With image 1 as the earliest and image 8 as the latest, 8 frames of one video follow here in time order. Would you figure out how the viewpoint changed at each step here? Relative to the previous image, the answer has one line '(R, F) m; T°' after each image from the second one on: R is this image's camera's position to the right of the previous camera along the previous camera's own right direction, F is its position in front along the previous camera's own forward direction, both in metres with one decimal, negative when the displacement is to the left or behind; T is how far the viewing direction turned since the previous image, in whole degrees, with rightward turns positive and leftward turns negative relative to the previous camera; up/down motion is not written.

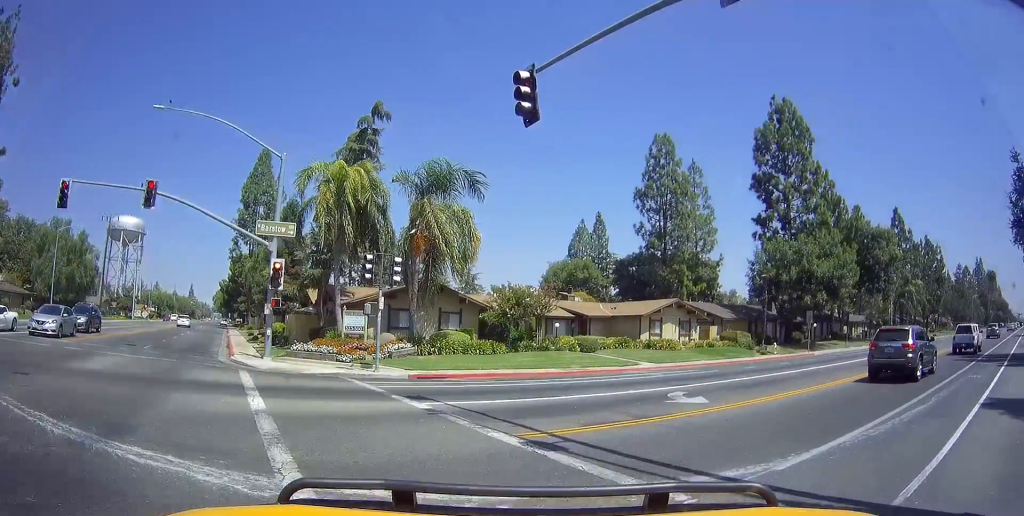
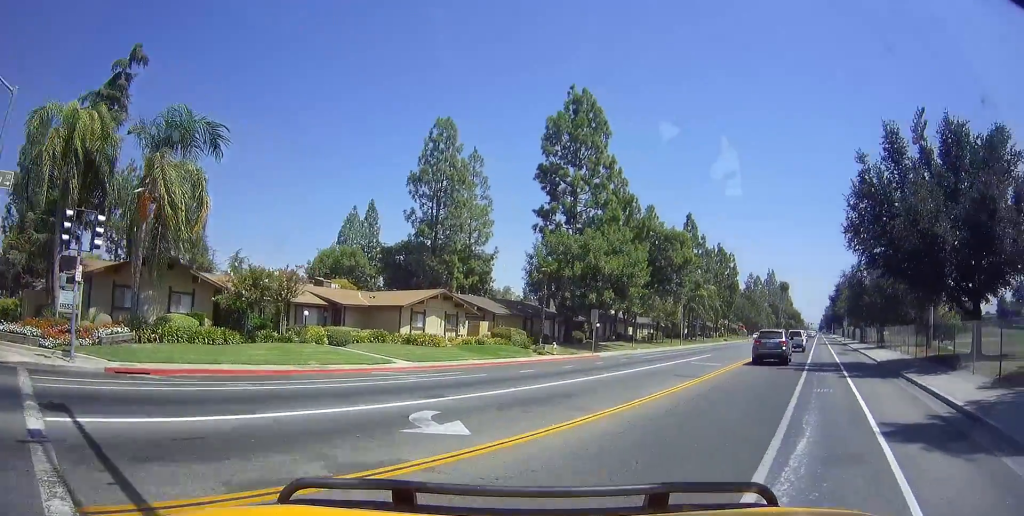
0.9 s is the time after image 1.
(+0.9, +3.7) m; +20°
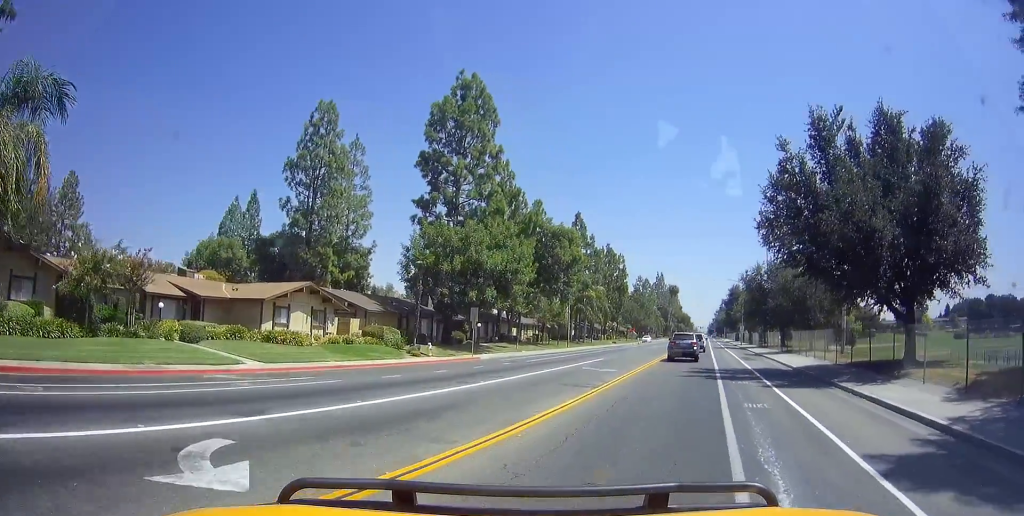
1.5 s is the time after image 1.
(+0.3, +2.8) m; +7°
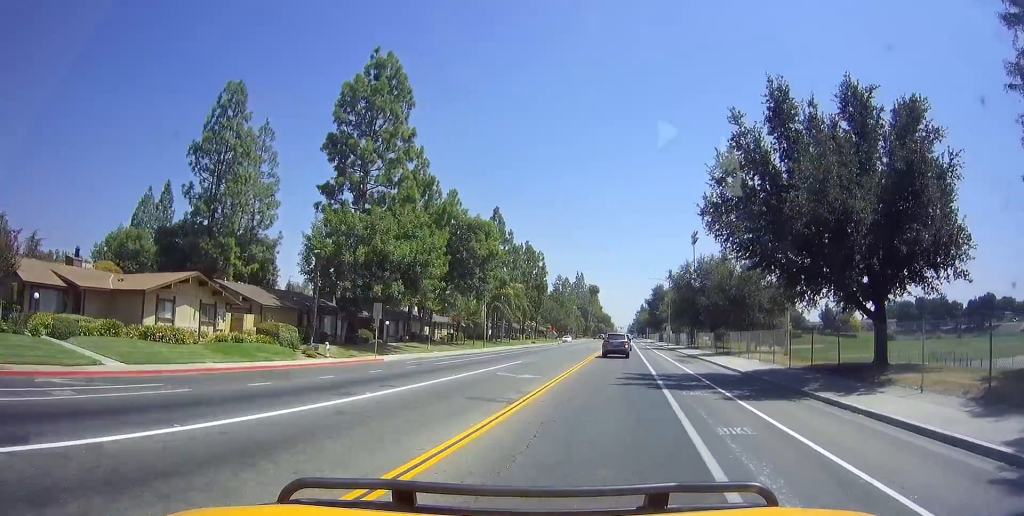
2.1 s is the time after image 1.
(0.0, +3.2) m; +5°
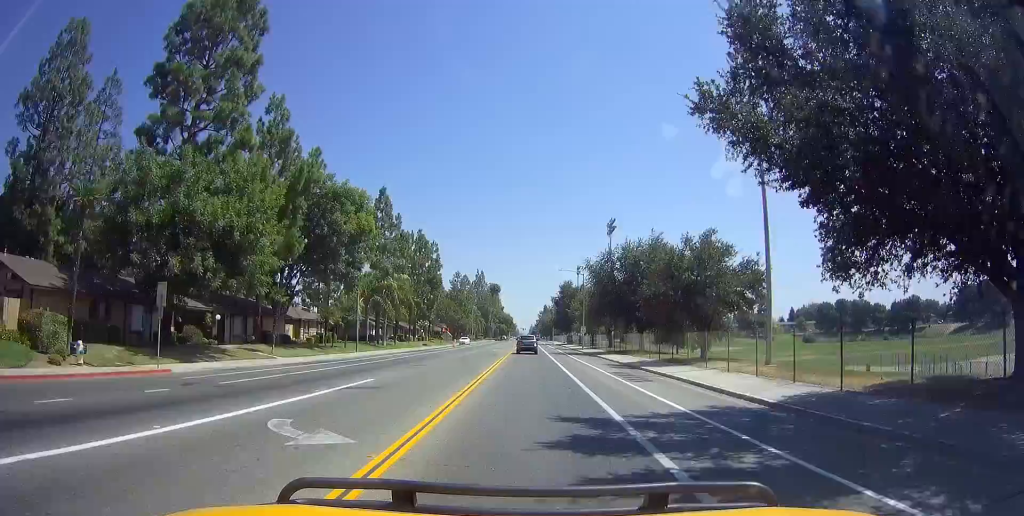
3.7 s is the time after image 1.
(+1.4, +10.7) m; +14°
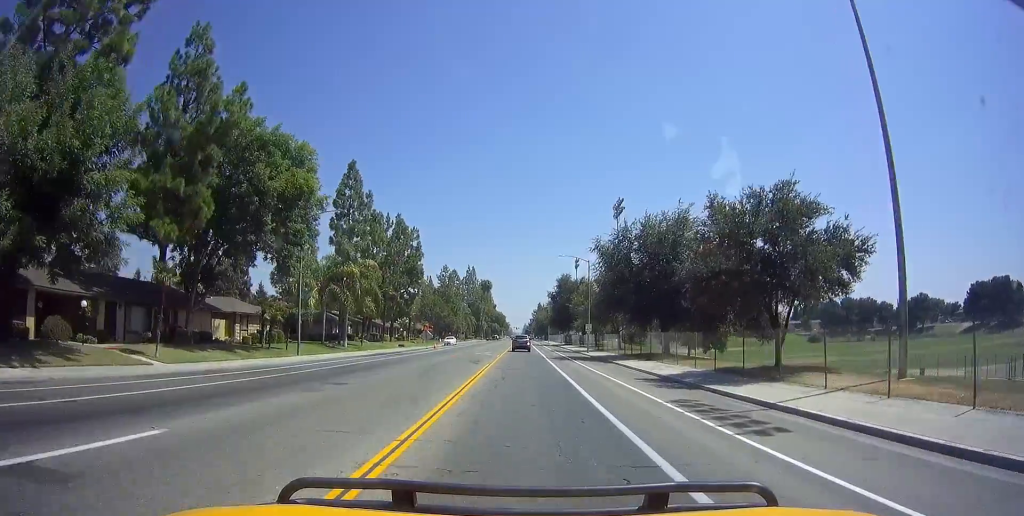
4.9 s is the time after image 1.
(+0.5, +11.1) m; +2°
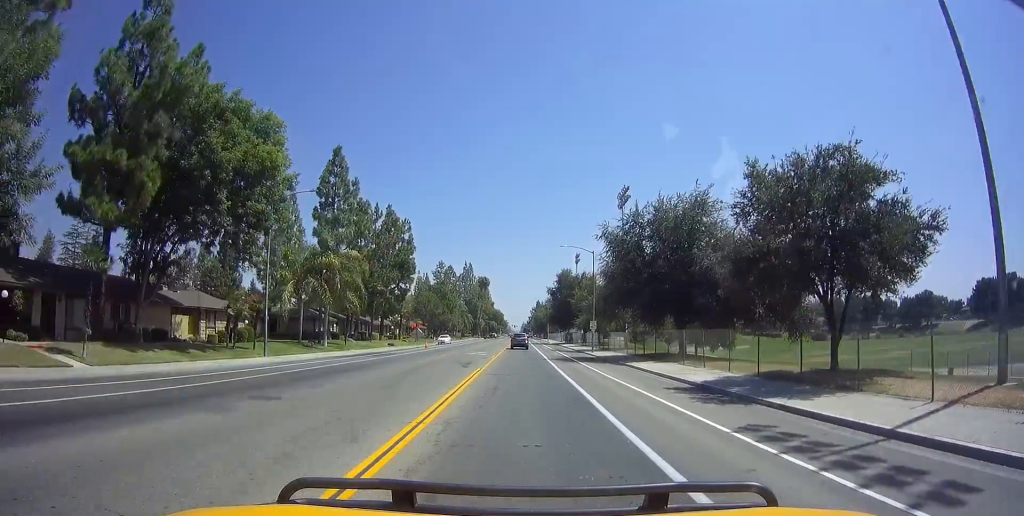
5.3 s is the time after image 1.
(-0.1, +4.6) m; 0°
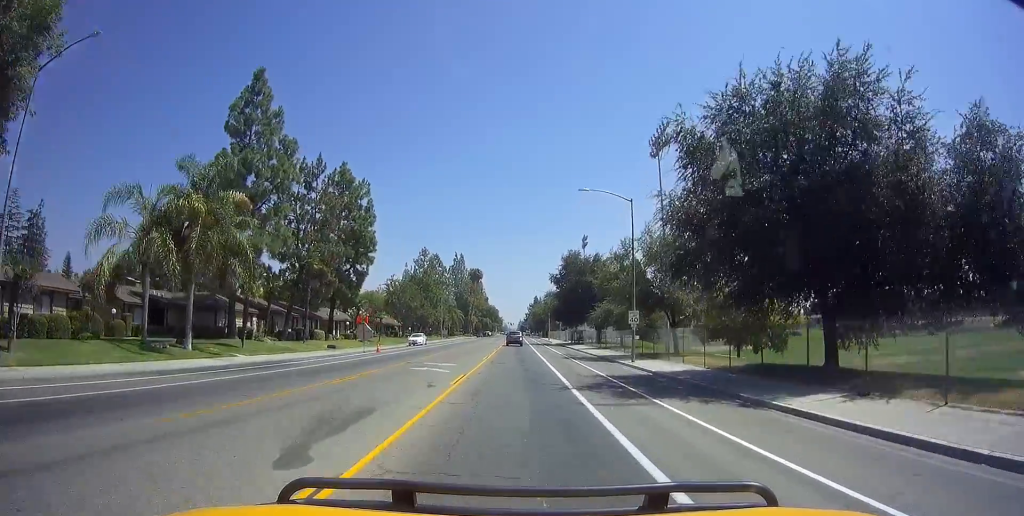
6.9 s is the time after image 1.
(-0.2, +18.8) m; -1°
